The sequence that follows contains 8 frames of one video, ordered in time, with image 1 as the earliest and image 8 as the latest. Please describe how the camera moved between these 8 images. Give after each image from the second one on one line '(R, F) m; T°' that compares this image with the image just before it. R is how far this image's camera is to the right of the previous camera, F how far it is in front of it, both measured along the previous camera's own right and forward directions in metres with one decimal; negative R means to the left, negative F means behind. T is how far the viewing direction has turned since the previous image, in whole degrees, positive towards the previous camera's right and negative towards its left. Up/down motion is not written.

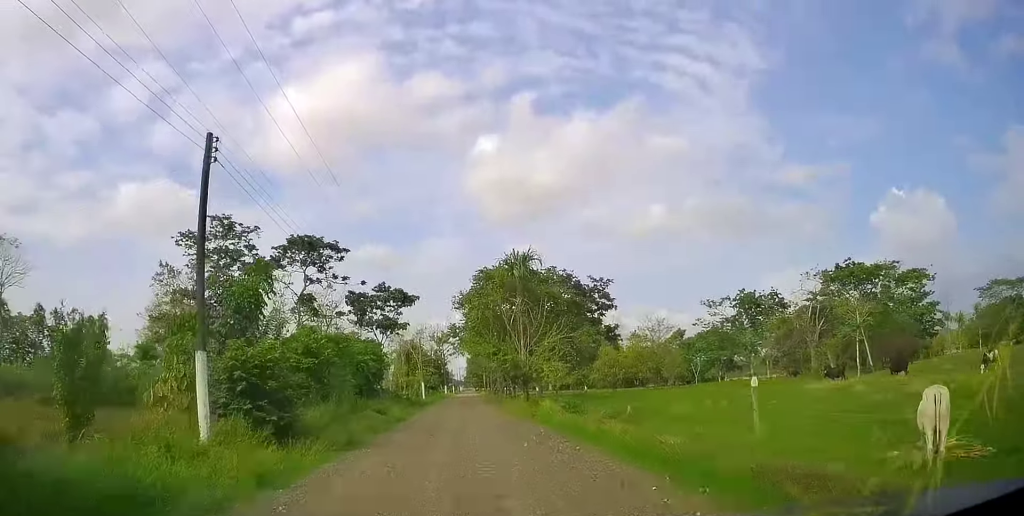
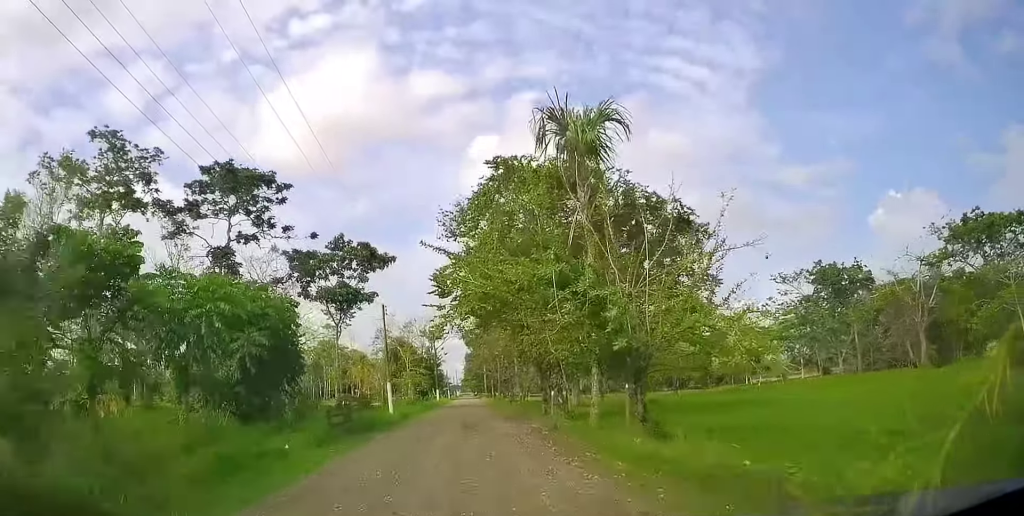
(0.0, +25.5) m; 0°
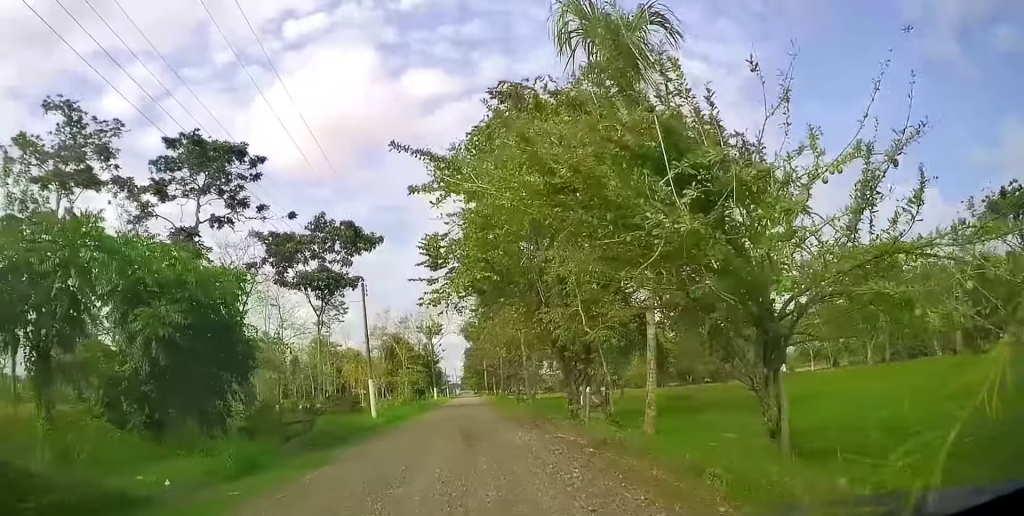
(-0.1, +6.3) m; +1°
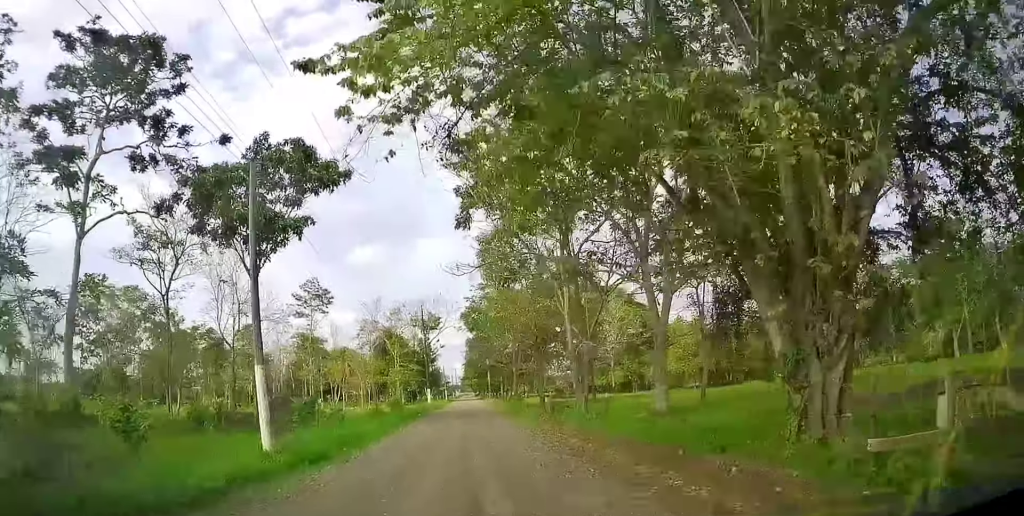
(+0.4, +15.2) m; 0°
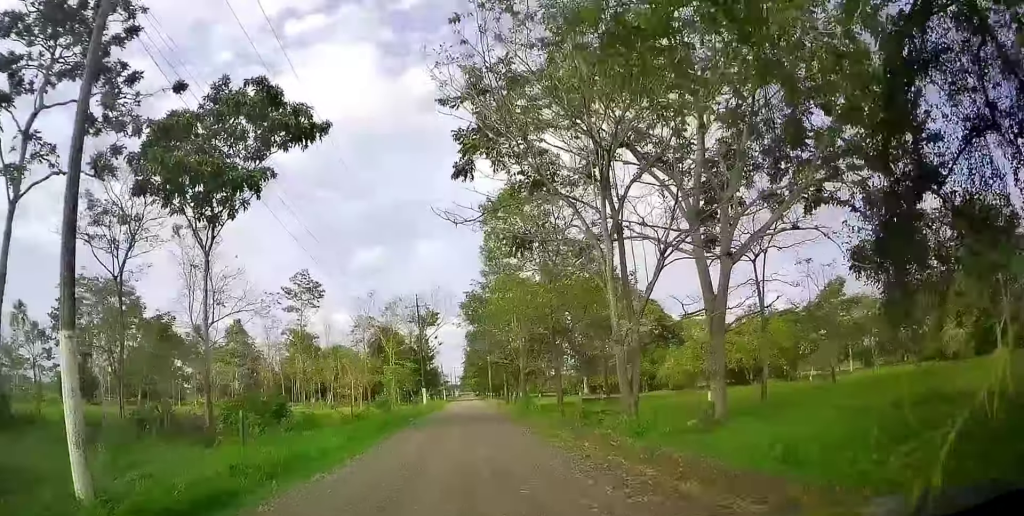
(-0.2, +6.4) m; -1°
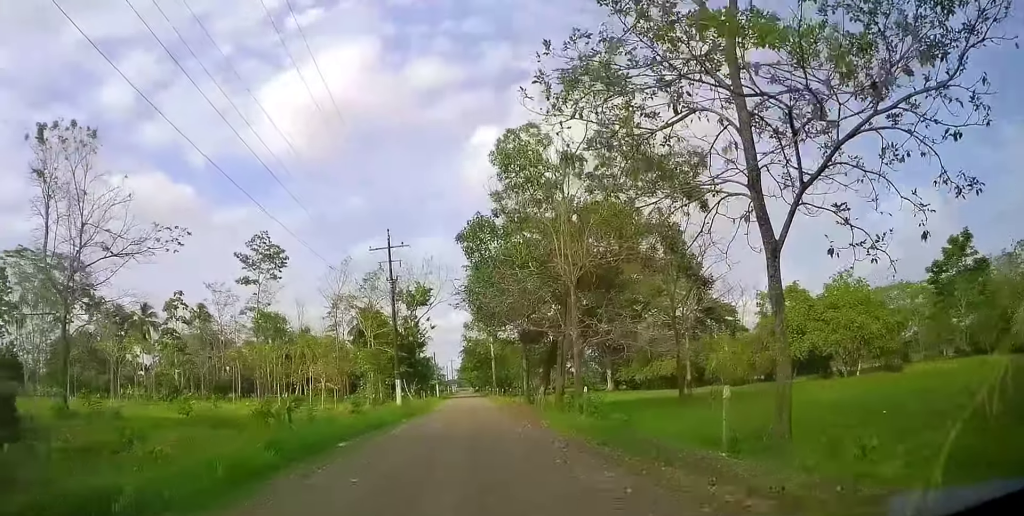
(-0.8, +20.7) m; +2°
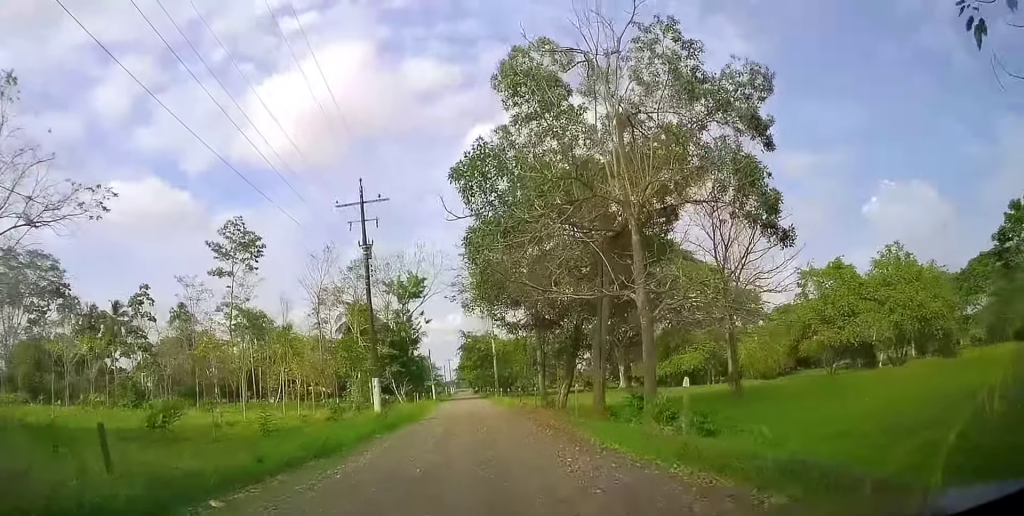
(+0.7, +8.4) m; 0°
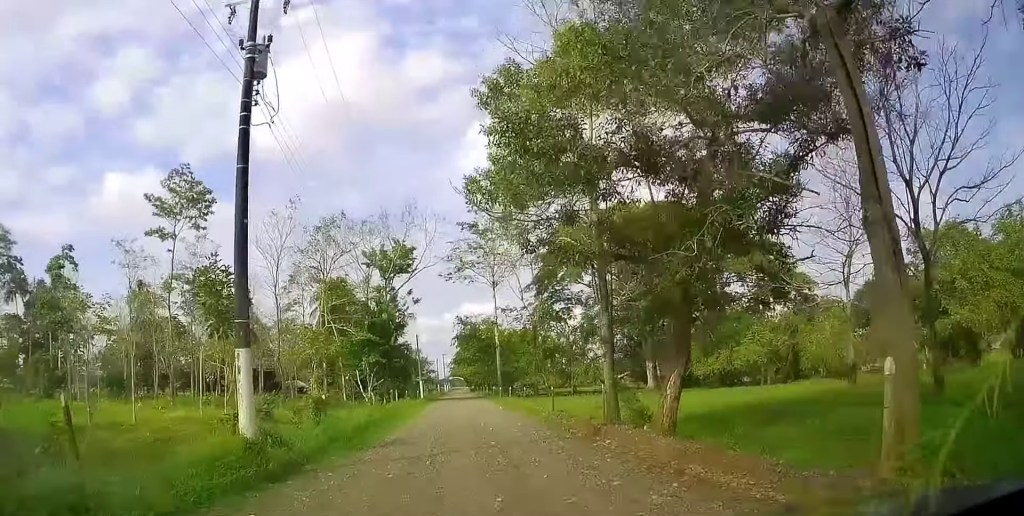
(-0.4, +15.3) m; -2°
